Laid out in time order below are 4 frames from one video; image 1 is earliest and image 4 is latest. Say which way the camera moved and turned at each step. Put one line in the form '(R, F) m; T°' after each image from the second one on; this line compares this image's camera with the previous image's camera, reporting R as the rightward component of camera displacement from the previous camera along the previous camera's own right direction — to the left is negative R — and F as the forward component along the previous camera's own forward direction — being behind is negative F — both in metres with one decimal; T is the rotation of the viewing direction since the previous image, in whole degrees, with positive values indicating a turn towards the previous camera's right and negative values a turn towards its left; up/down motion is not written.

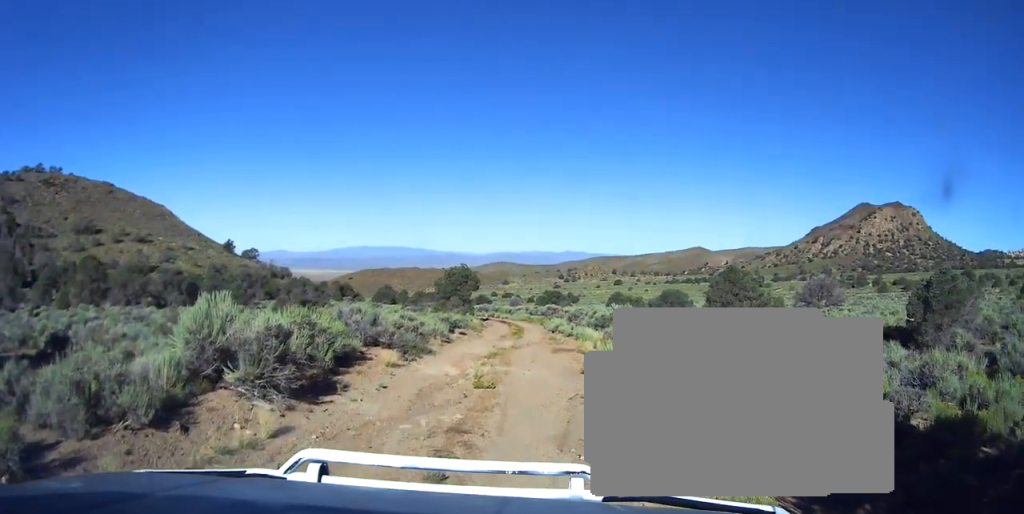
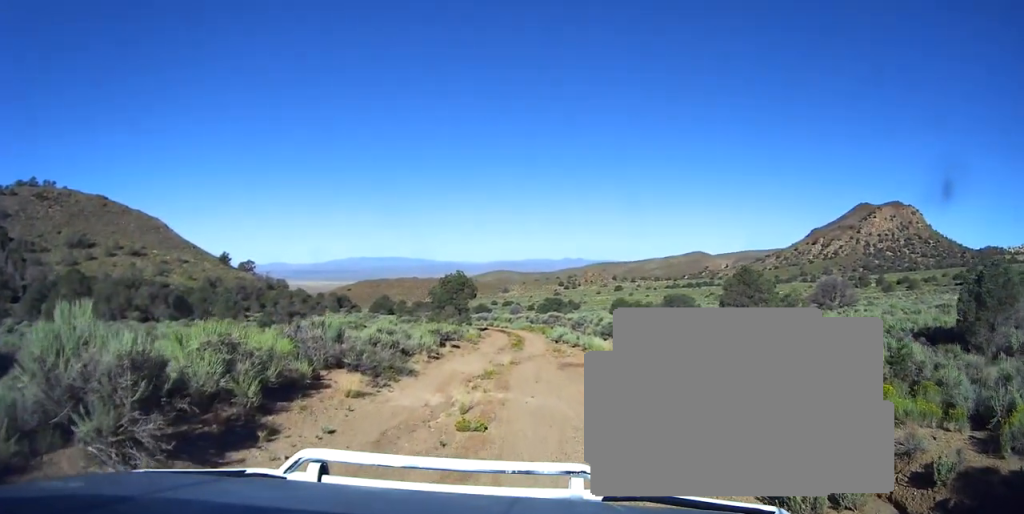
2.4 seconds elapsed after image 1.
(0.0, +2.6) m; 0°
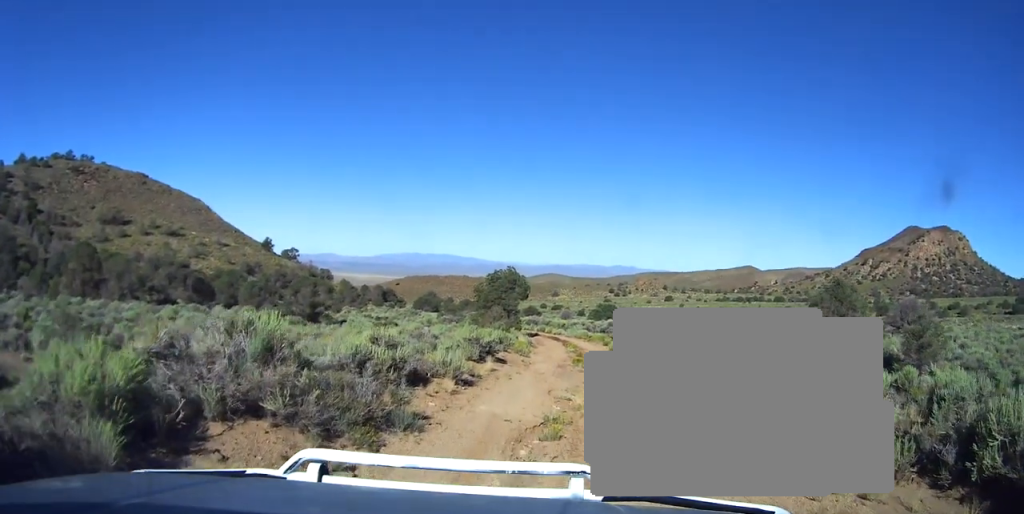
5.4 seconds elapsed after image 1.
(0.0, +5.3) m; 0°
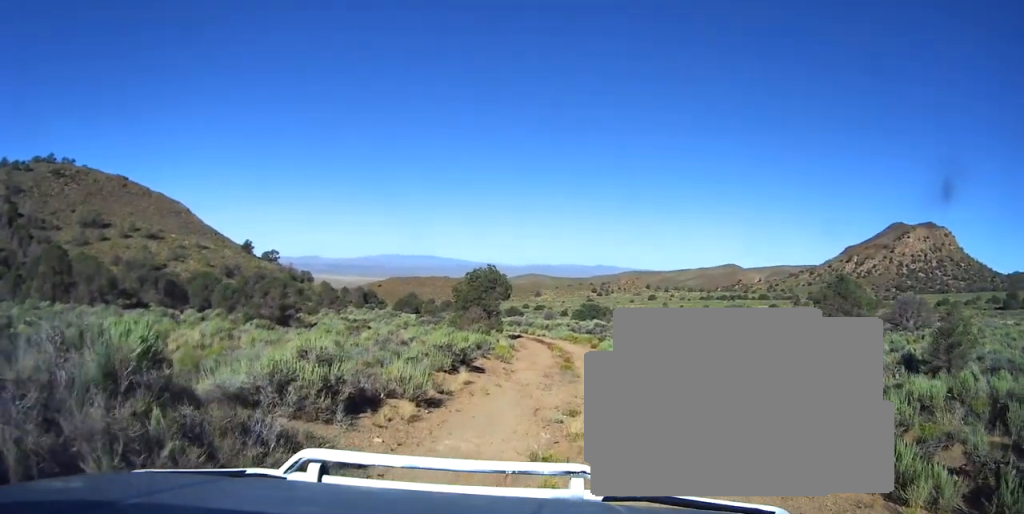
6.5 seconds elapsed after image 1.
(0.0, +2.3) m; 0°
